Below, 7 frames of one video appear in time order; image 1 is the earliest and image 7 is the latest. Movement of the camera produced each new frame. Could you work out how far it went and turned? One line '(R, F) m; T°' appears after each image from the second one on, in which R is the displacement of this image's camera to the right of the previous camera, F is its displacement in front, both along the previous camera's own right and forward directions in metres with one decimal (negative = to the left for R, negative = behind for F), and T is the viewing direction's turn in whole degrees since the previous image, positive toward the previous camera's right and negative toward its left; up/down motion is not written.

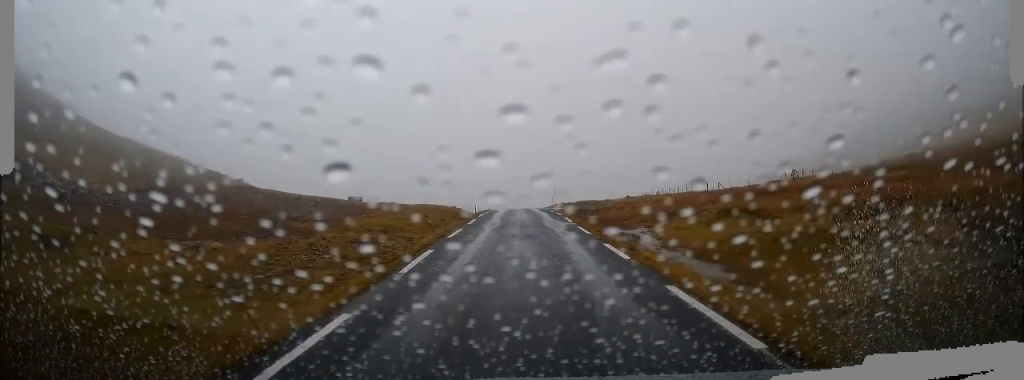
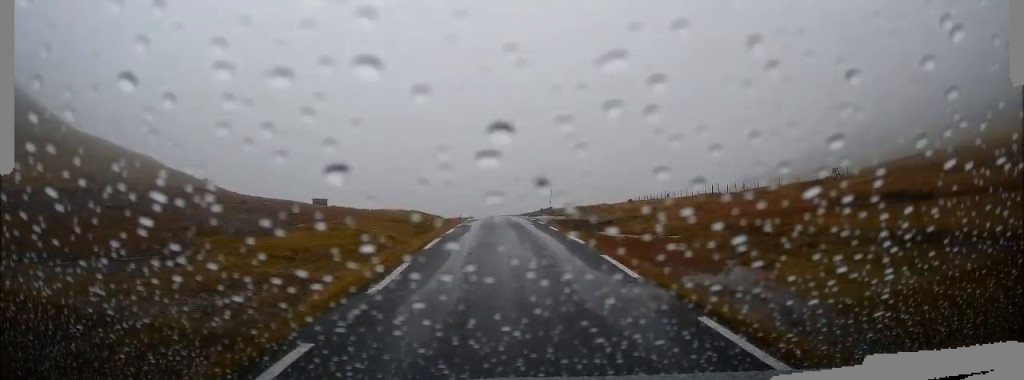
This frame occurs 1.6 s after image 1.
(-0.5, +13.7) m; -1°
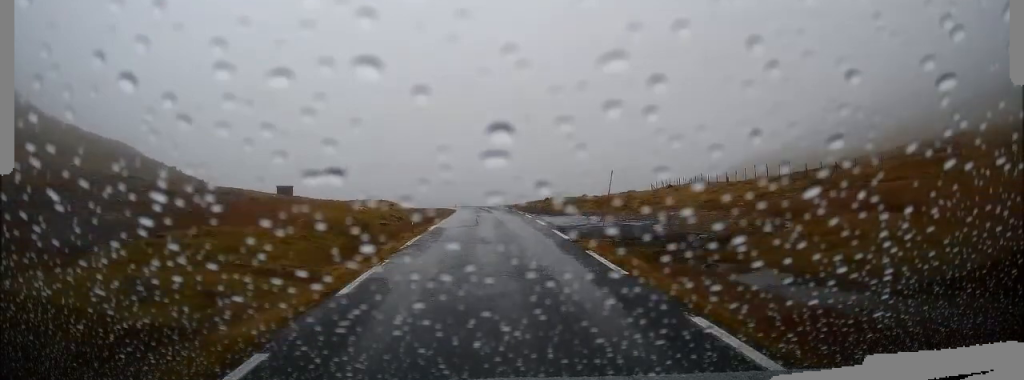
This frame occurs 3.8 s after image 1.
(-0.4, +19.4) m; -2°
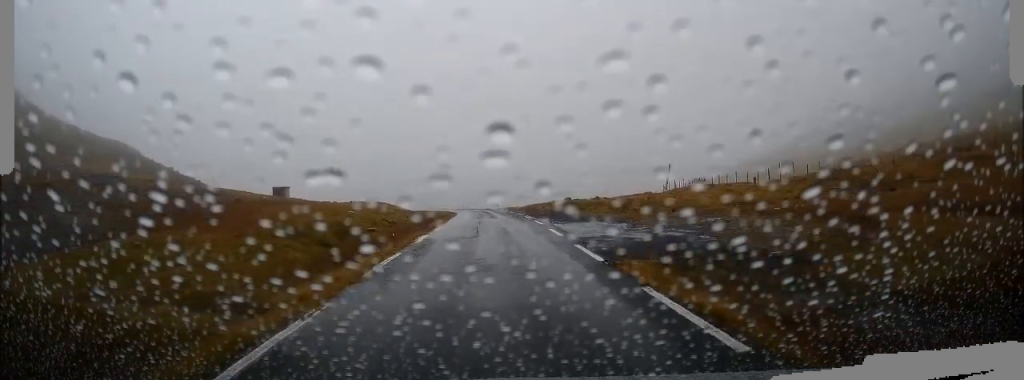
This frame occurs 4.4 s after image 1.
(-0.1, +4.5) m; +2°
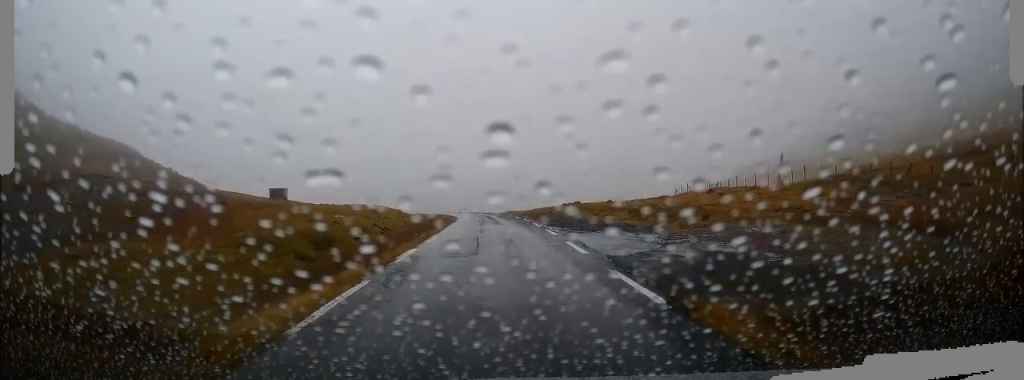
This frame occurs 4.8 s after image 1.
(+0.3, +3.8) m; 0°
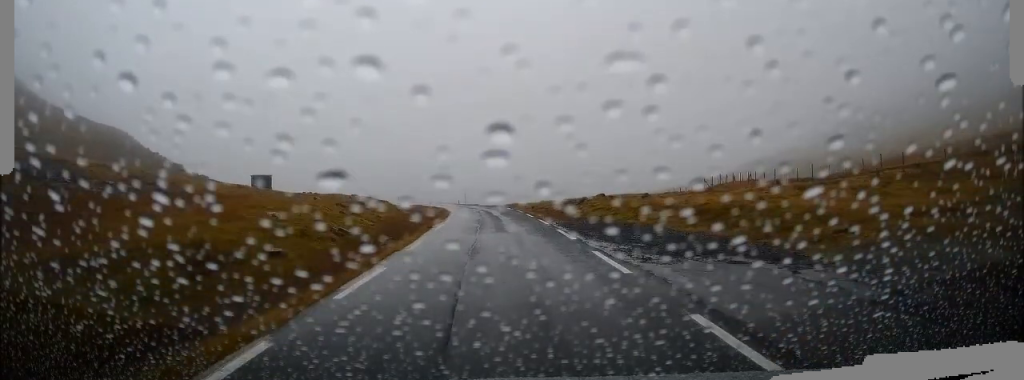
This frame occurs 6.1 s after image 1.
(-0.2, +10.4) m; 0°
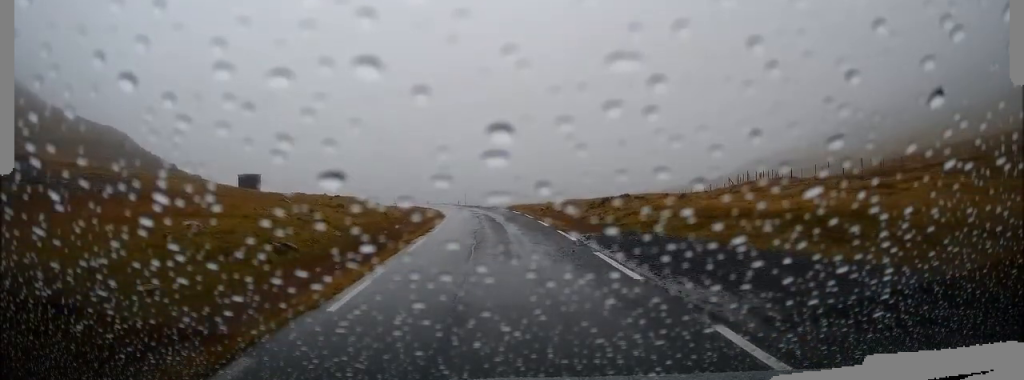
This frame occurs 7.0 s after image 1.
(+0.2, +6.8) m; 0°
